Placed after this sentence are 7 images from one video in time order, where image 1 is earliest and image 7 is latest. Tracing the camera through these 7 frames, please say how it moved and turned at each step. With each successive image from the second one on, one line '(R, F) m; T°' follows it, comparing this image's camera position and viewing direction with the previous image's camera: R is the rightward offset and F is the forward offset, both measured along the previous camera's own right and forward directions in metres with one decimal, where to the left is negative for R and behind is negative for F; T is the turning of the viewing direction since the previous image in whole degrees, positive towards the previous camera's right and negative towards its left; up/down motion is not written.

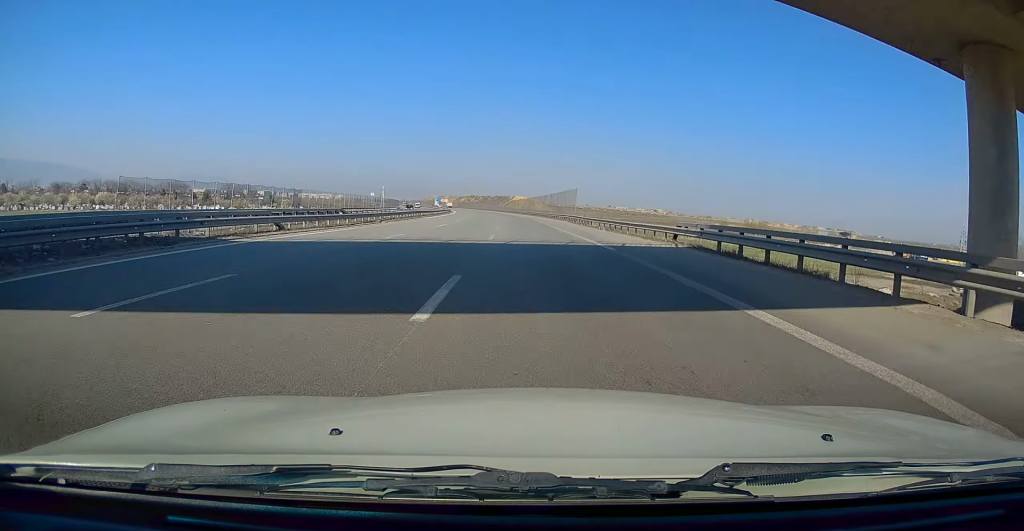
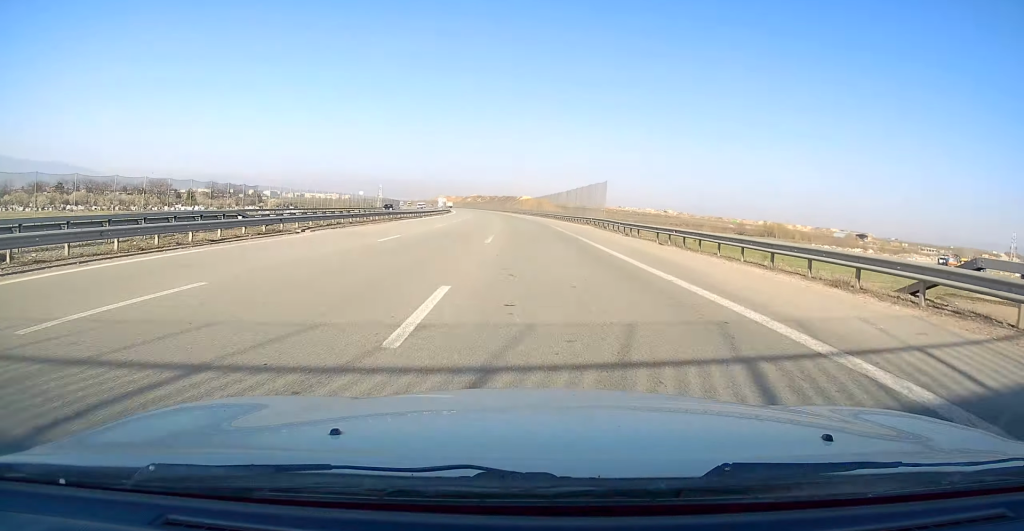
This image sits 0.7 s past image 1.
(+0.4, +16.9) m; -1°
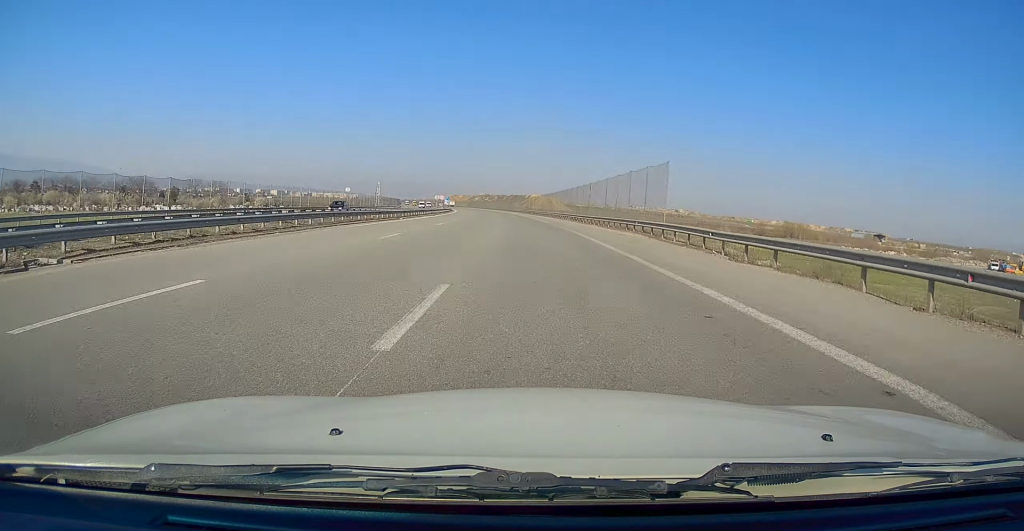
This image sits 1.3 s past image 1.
(-0.2, +16.2) m; -1°
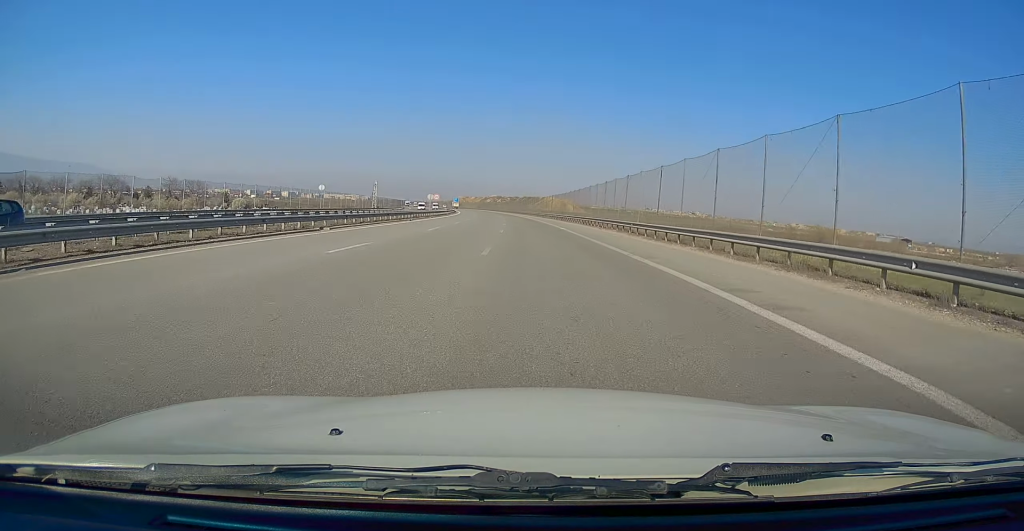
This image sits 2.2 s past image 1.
(-0.5, +22.3) m; -2°
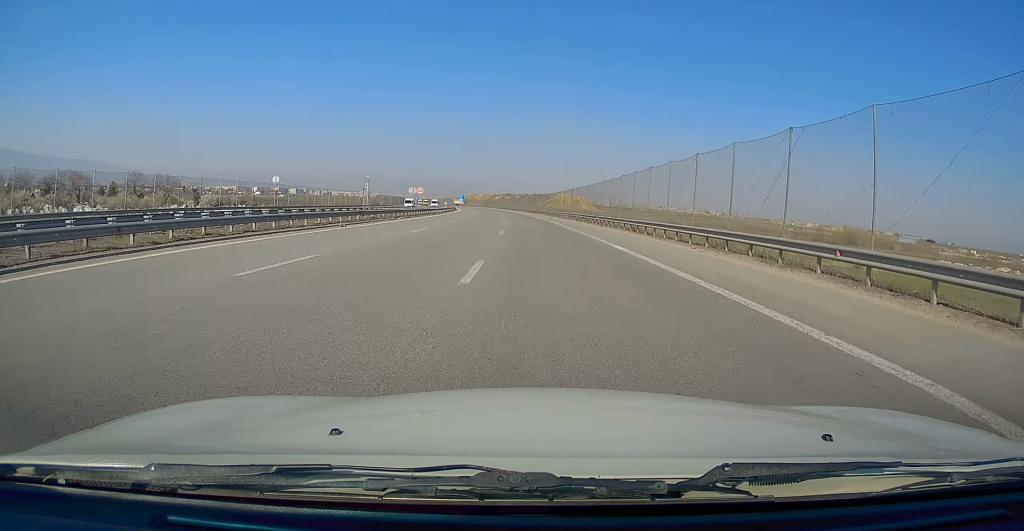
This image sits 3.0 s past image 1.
(0.0, +21.4) m; -1°
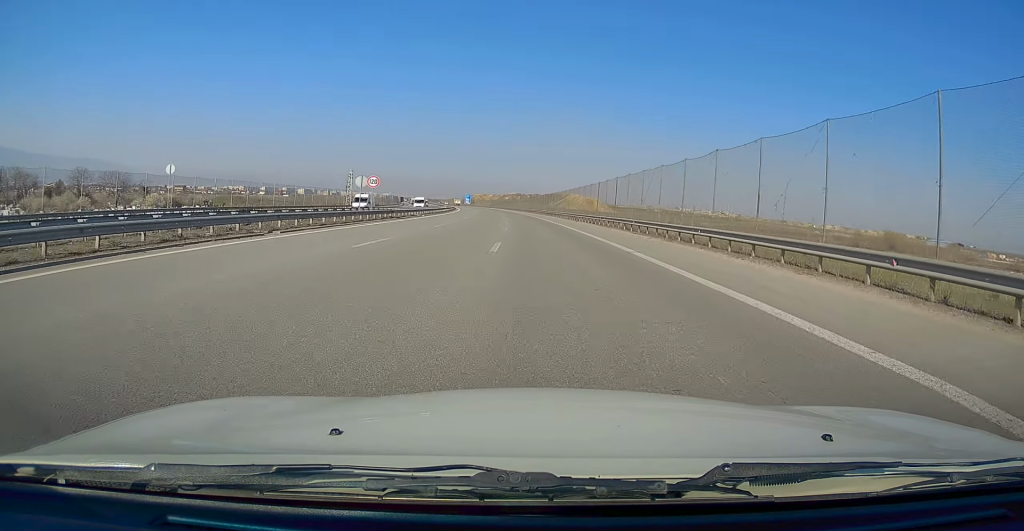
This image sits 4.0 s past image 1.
(-0.4, +25.7) m; -1°
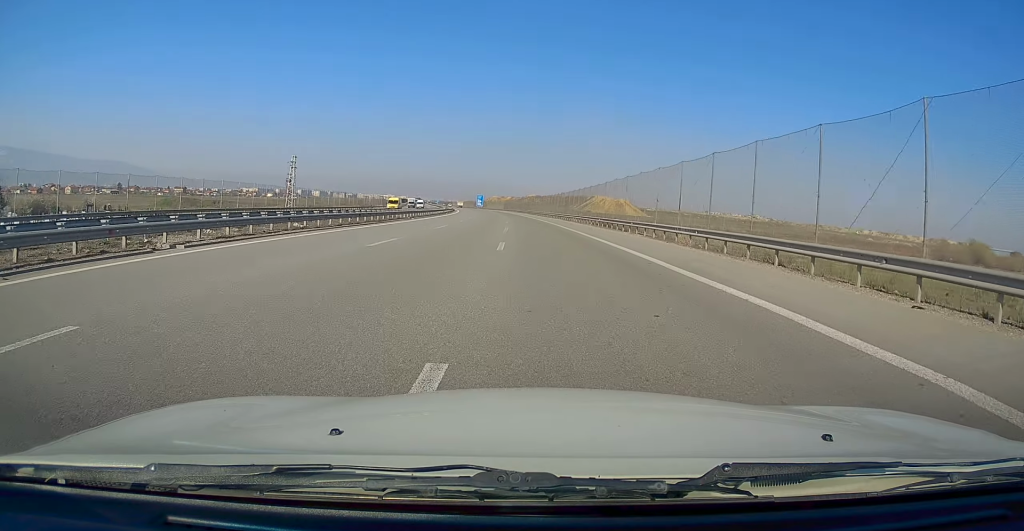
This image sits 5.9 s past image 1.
(-0.7, +47.5) m; -2°
